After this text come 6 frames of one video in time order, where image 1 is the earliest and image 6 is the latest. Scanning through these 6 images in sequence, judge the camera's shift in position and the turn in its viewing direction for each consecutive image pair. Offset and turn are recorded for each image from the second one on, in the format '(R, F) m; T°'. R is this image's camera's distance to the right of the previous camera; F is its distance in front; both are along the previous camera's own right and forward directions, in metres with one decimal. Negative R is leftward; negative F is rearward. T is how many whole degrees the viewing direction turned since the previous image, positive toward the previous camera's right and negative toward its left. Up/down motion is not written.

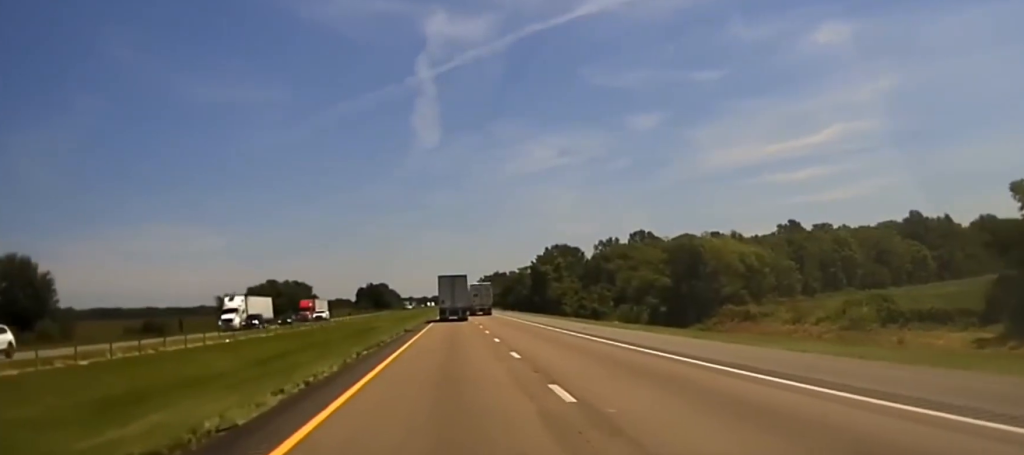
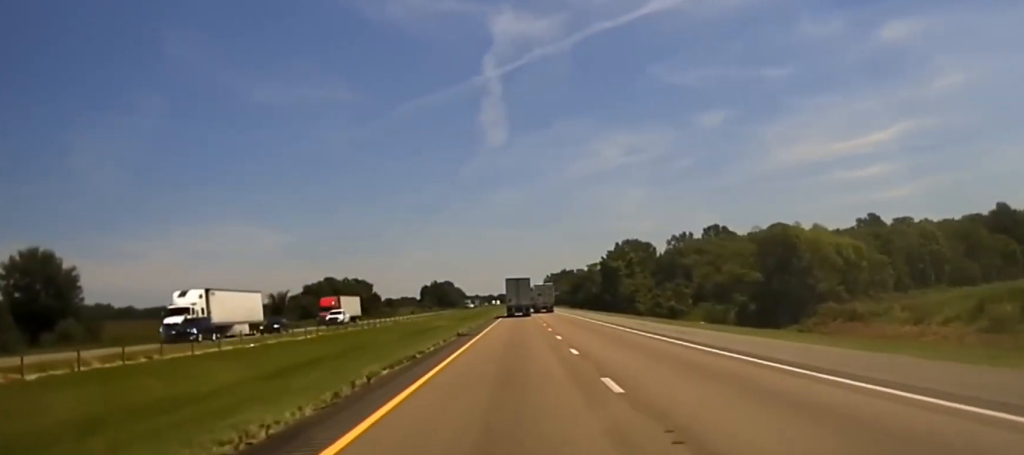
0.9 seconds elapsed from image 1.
(-0.2, +12.9) m; -1°
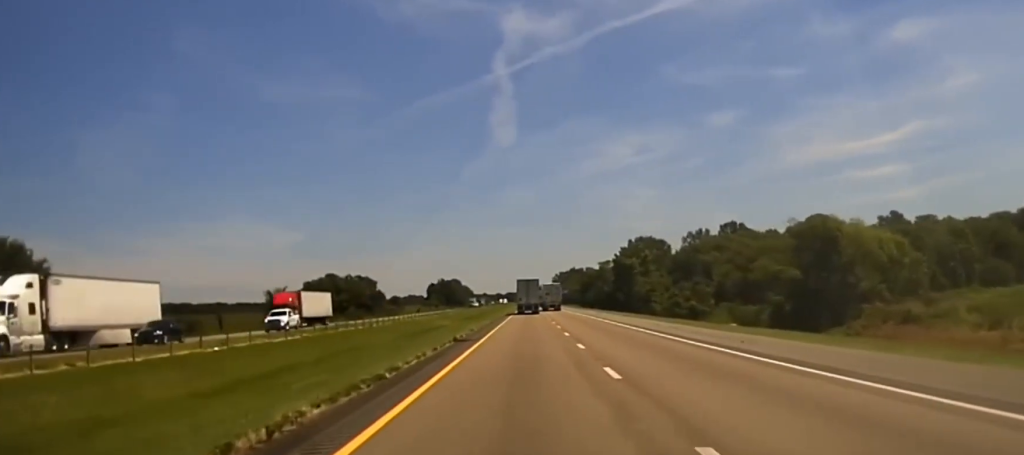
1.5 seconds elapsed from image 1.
(0.0, +11.0) m; 0°
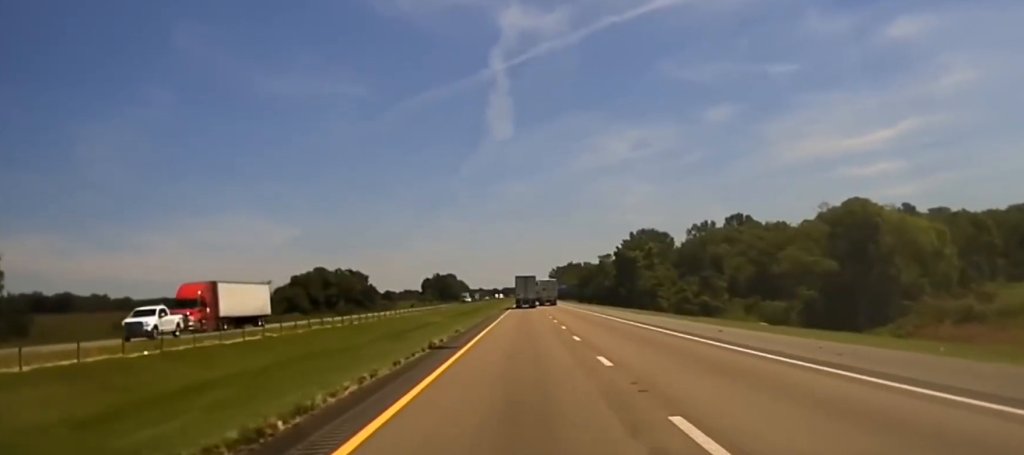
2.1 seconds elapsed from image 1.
(0.0, +11.6) m; 0°
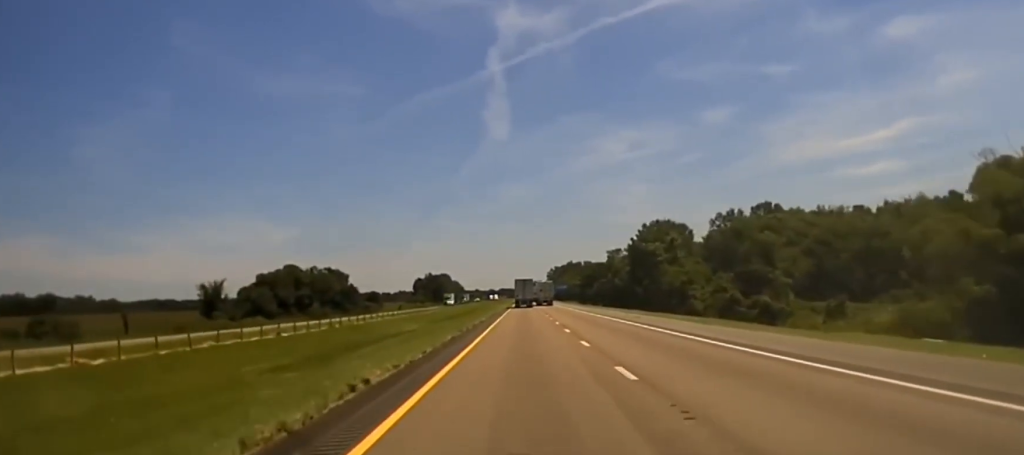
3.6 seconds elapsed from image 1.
(0.0, +30.3) m; 0°
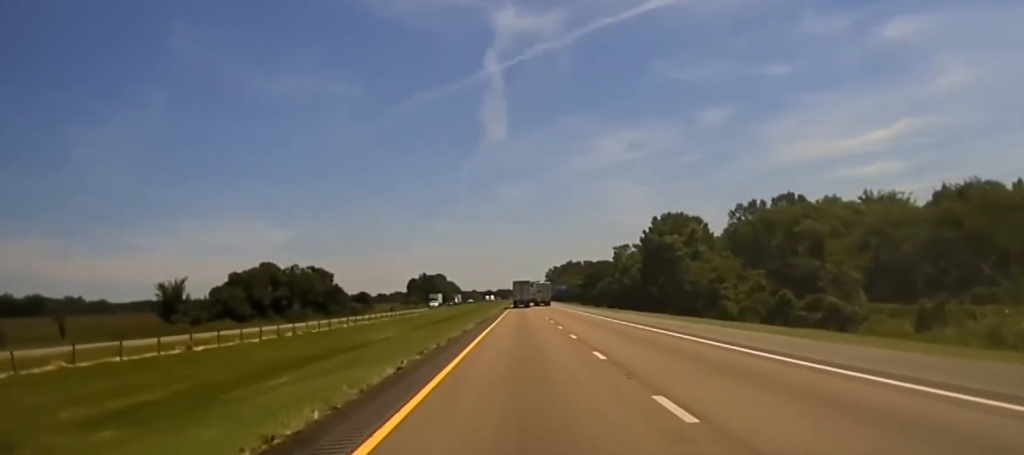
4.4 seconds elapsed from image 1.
(+0.1, +19.7) m; 0°
